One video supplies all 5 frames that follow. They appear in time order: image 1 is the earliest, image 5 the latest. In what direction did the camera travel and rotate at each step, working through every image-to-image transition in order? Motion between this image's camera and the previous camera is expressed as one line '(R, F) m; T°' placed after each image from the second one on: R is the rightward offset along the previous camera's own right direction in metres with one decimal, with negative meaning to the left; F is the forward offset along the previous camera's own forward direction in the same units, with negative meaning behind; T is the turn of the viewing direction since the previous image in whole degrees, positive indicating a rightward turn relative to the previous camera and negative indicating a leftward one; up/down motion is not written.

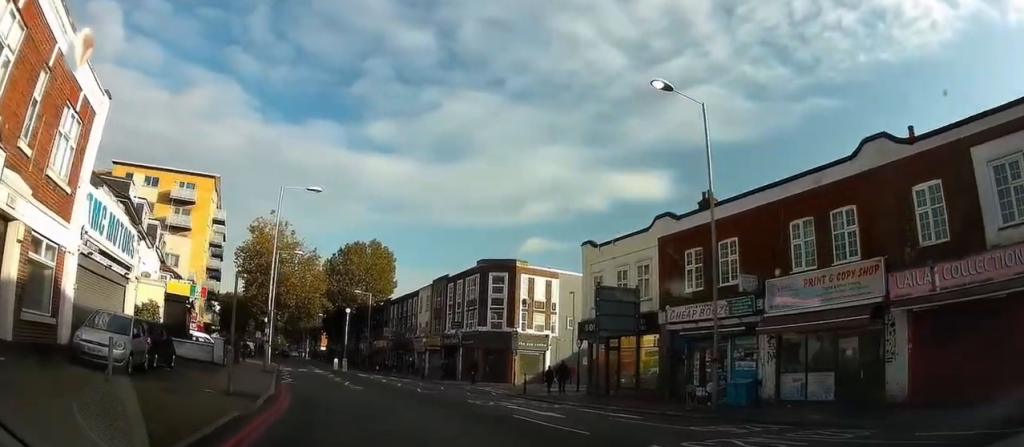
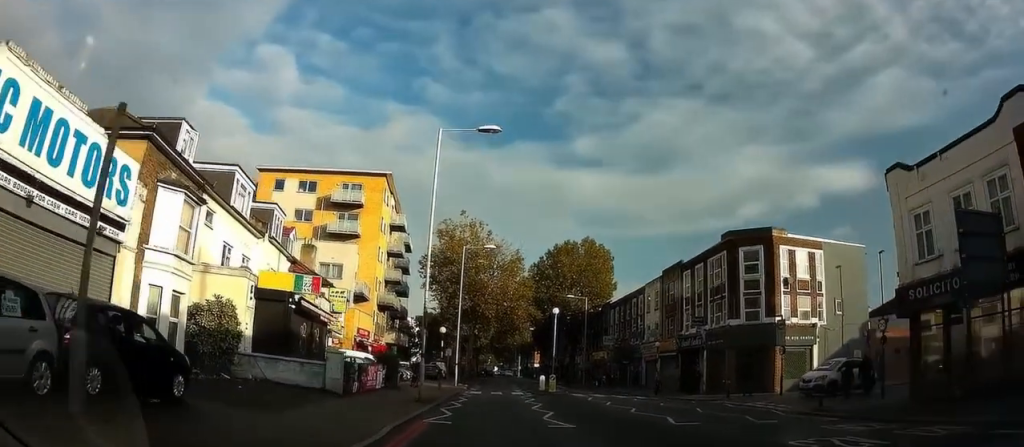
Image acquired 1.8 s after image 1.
(-1.9, +8.9) m; -18°
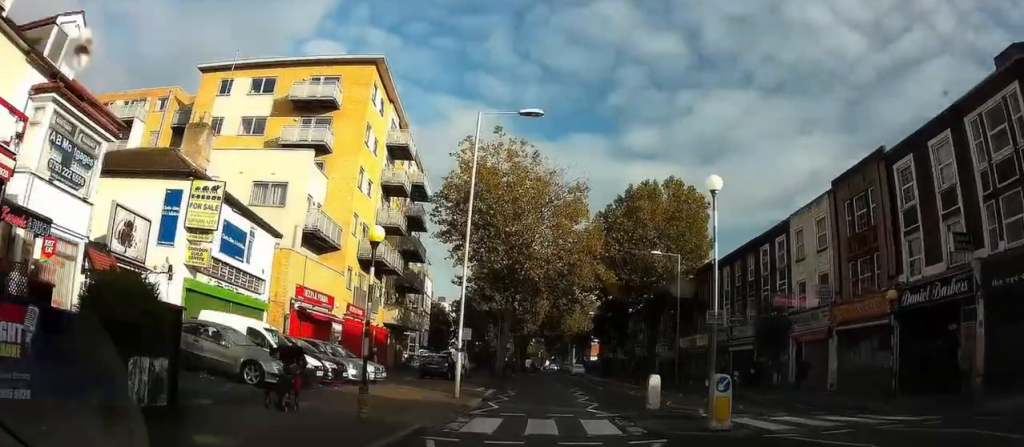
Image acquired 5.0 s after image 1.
(-0.9, +20.9) m; -3°
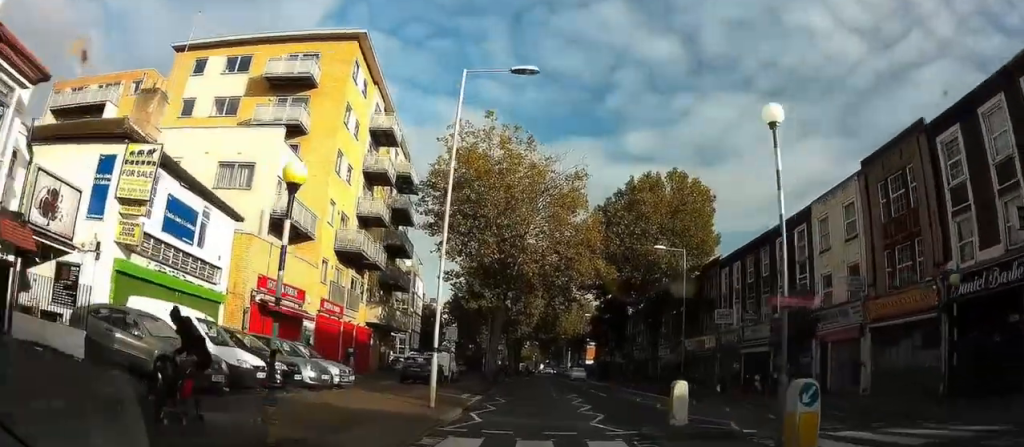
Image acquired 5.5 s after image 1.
(-0.1, +3.6) m; 0°
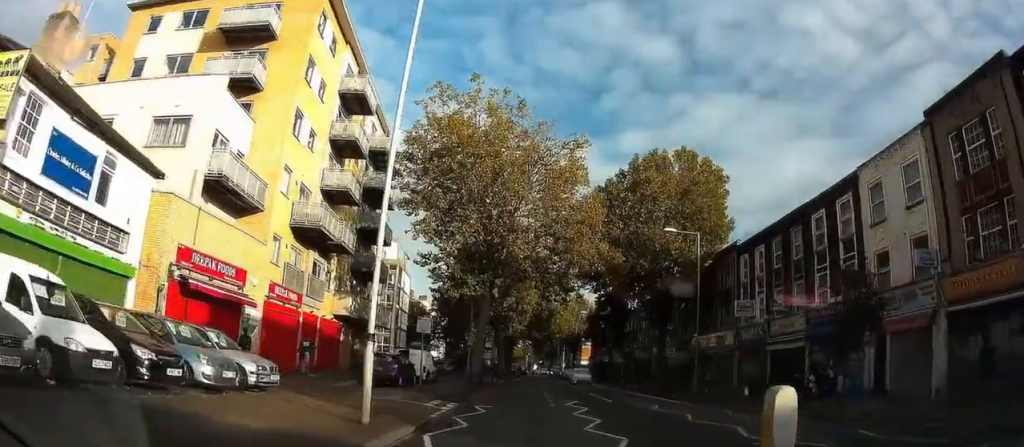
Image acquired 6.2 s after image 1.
(0.0, +5.6) m; +1°
